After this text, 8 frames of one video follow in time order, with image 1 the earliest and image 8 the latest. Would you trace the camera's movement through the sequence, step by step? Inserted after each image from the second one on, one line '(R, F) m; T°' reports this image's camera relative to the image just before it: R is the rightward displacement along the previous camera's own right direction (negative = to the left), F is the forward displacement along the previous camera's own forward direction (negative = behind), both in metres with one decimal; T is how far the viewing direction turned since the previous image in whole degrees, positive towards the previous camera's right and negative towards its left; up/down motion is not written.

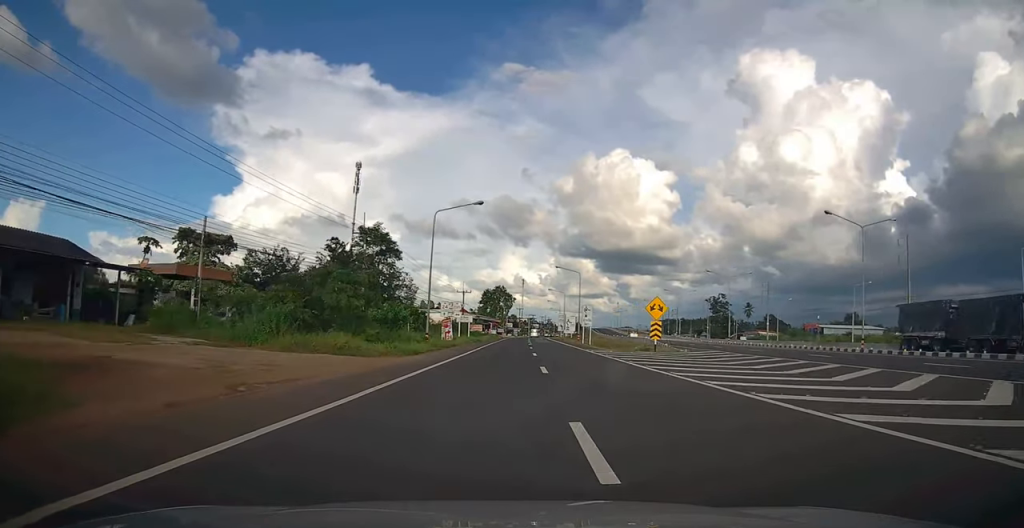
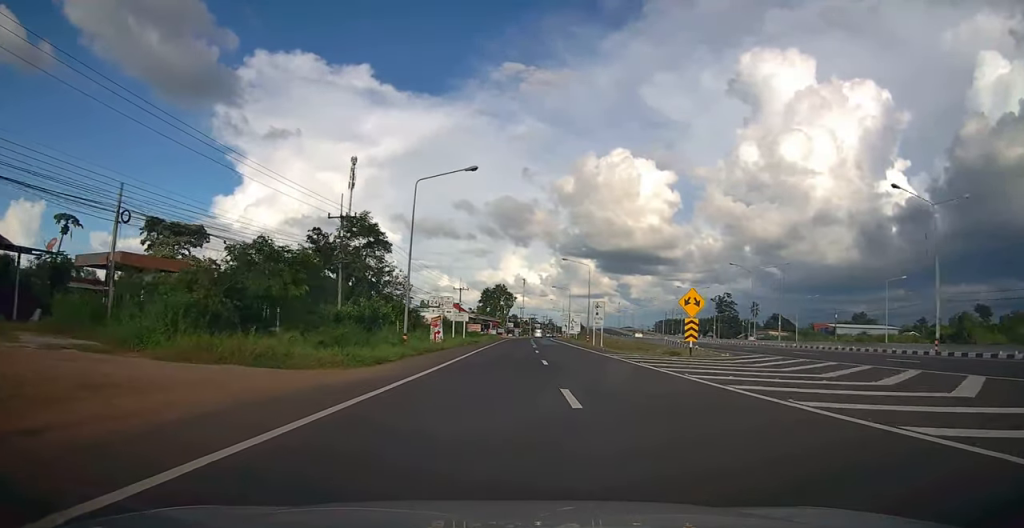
(0.0, +6.8) m; 0°
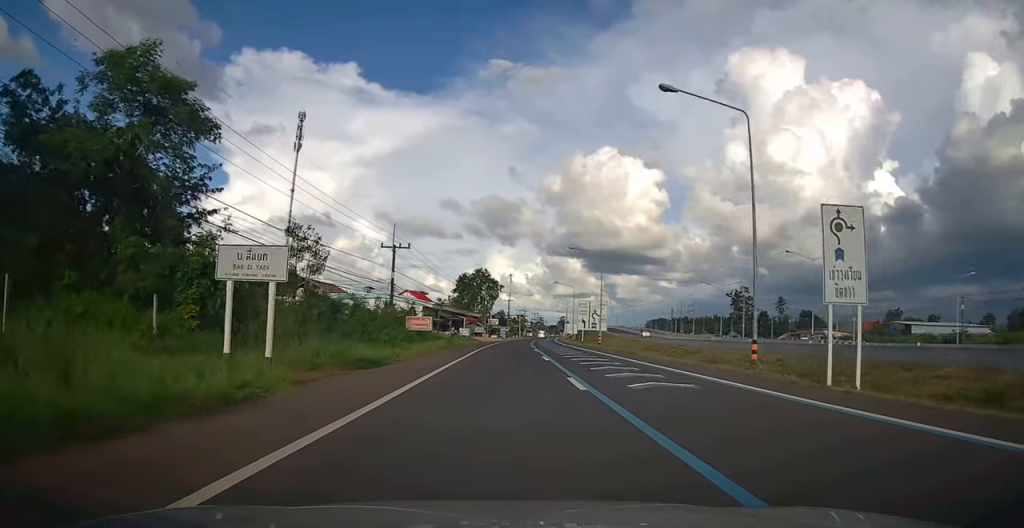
(-0.1, +36.5) m; 0°
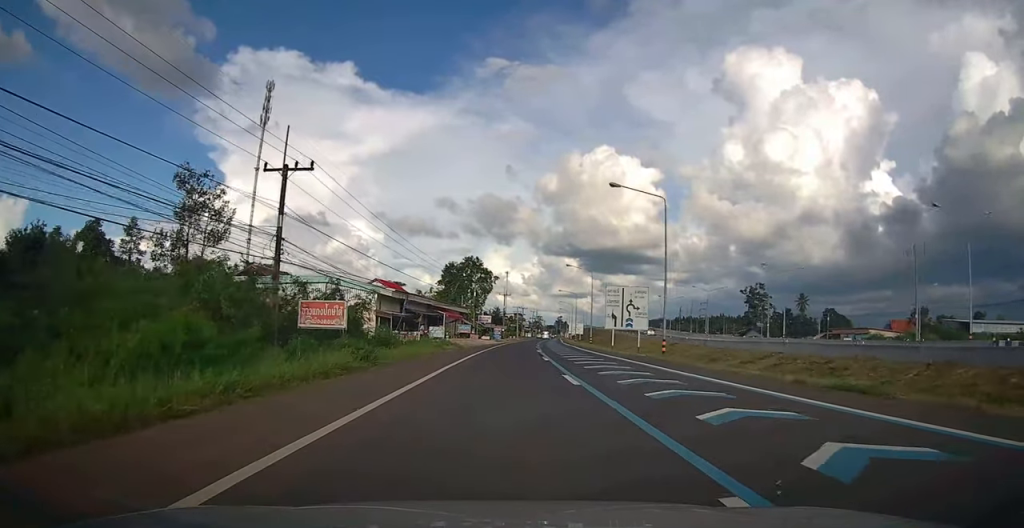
(+0.1, +20.5) m; +1°
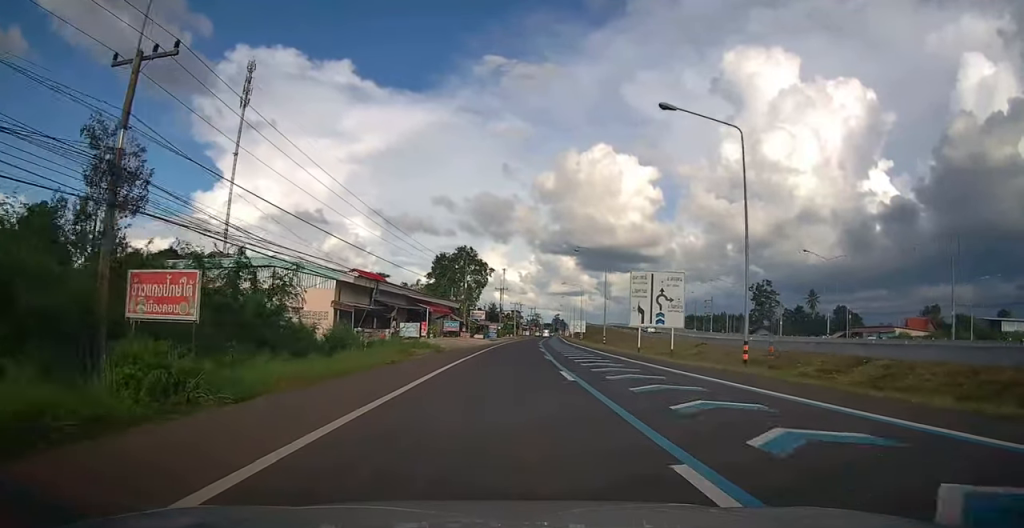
(-0.1, +10.1) m; +1°
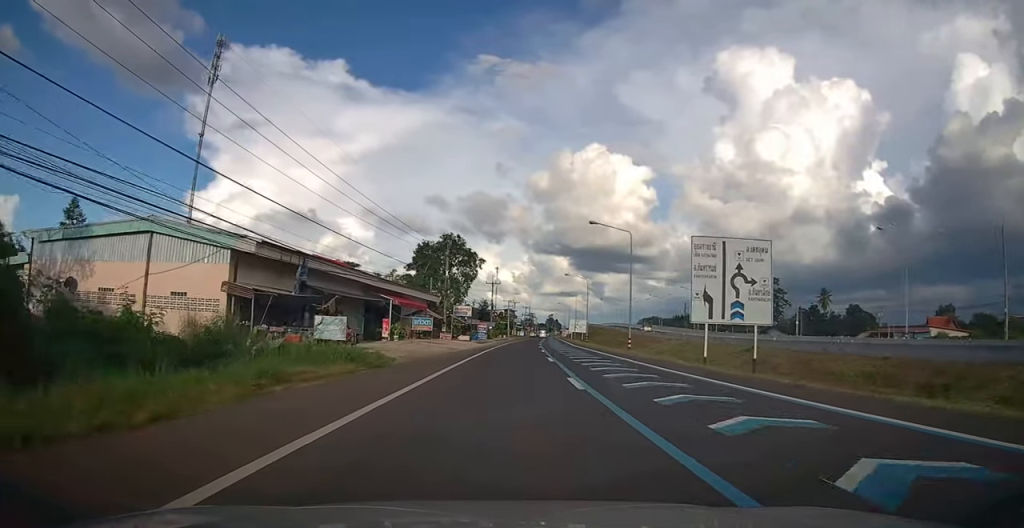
(+0.3, +13.4) m; +1°
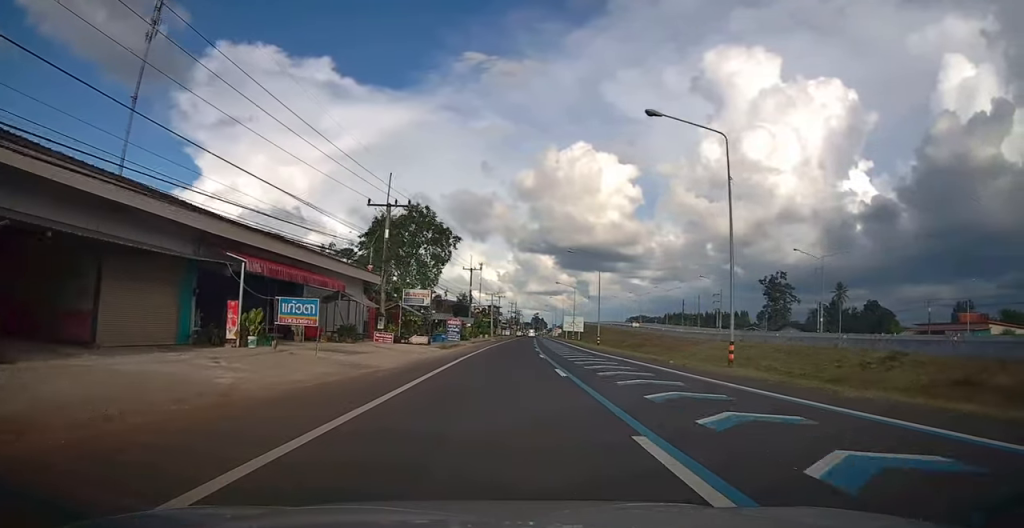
(+0.1, +20.4) m; +1°
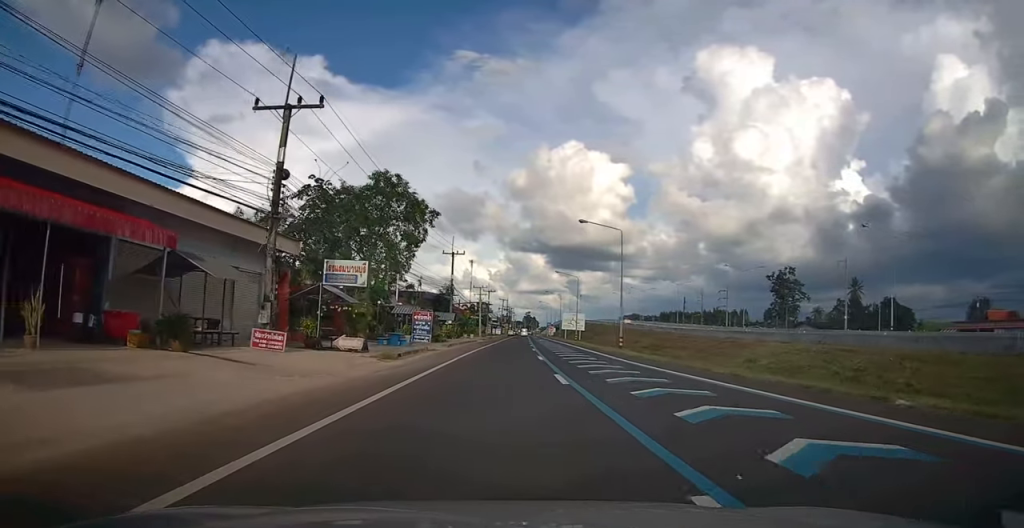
(+0.1, +14.7) m; +1°
